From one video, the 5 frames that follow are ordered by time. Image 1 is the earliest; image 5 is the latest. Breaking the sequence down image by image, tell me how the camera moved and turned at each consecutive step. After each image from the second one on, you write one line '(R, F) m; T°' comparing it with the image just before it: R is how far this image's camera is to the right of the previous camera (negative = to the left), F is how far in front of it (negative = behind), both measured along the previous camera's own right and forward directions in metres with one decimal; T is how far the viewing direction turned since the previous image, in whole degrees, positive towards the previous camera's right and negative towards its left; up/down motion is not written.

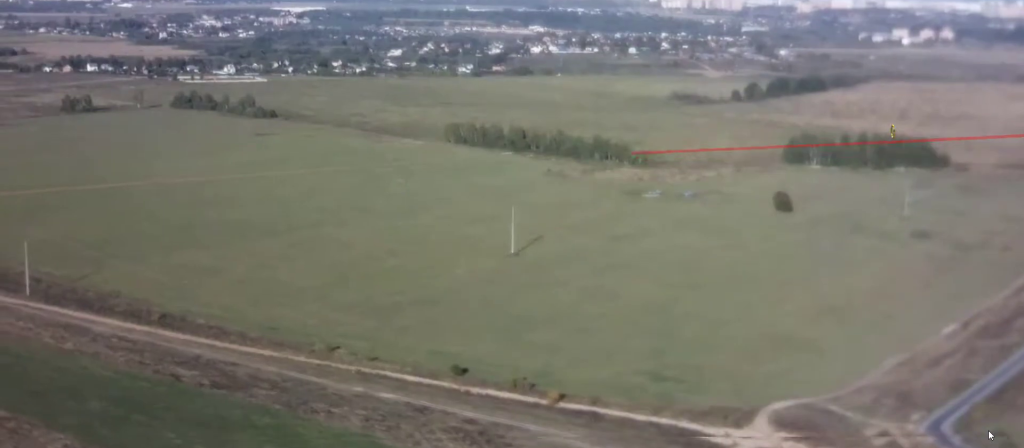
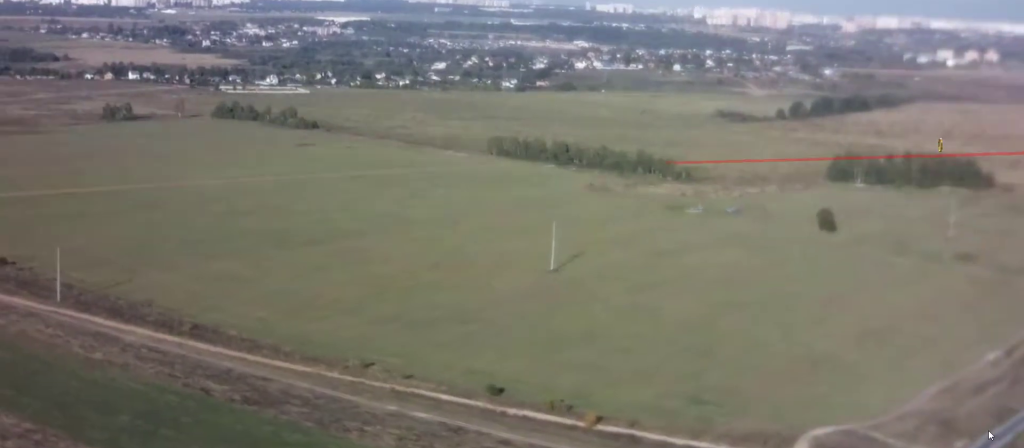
(-0.1, +6.5) m; 0°
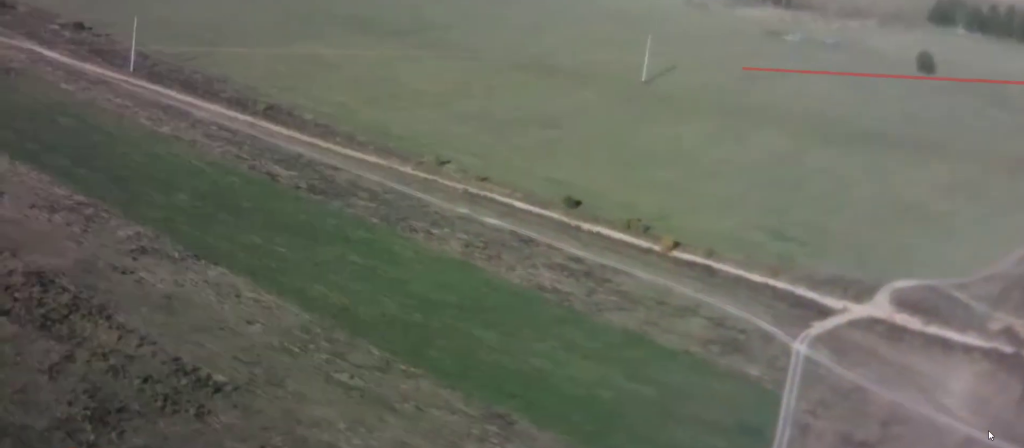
(-0.1, +19.3) m; +1°
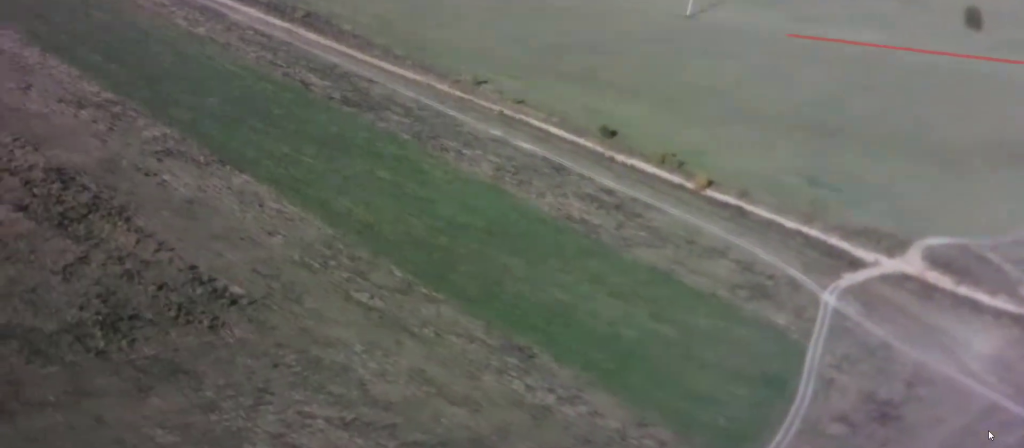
(+0.1, +5.4) m; -1°
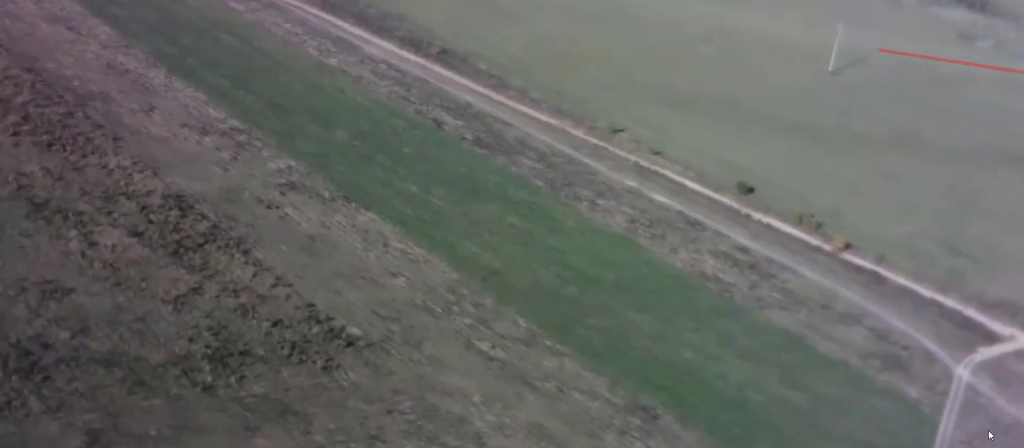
(+0.4, +9.5) m; -3°
